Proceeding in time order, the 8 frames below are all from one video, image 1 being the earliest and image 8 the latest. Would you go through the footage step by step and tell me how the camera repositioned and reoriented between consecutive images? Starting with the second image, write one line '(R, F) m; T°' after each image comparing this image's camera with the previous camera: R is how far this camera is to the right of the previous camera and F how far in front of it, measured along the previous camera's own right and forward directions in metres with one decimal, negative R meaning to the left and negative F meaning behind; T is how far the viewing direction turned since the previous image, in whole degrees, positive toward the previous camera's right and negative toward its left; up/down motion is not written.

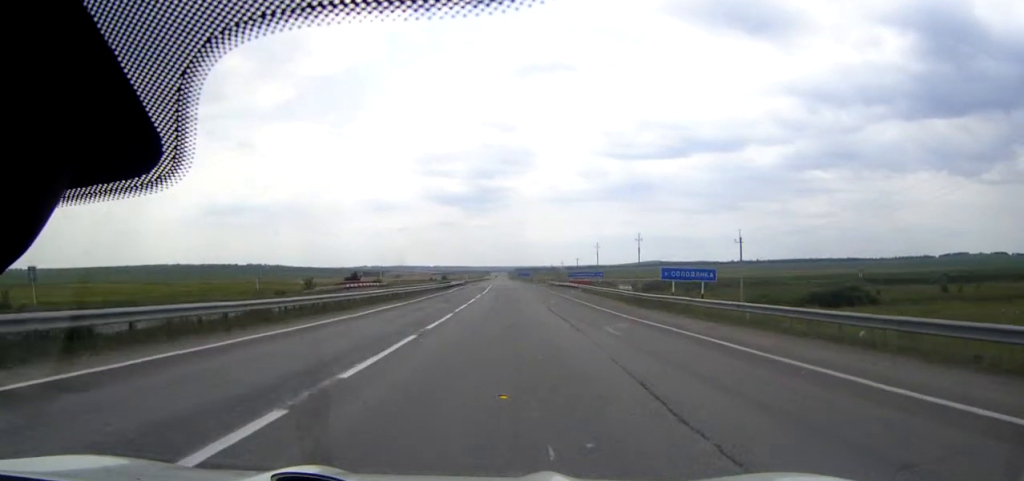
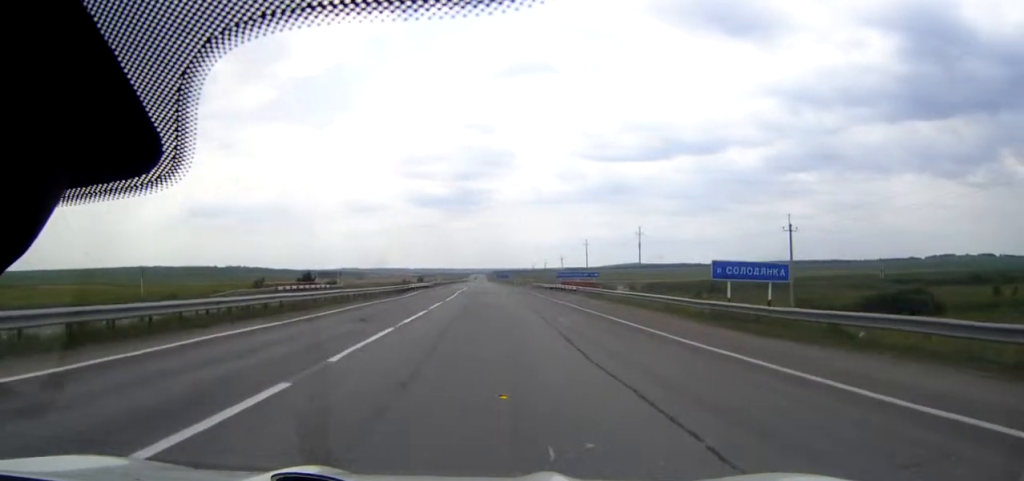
(+0.1, +21.9) m; +1°
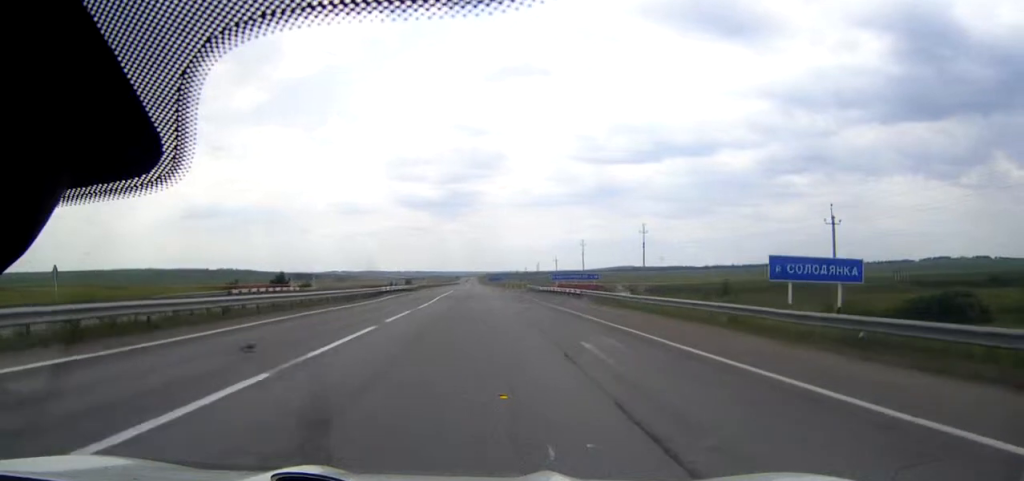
(0.0, +11.3) m; 0°
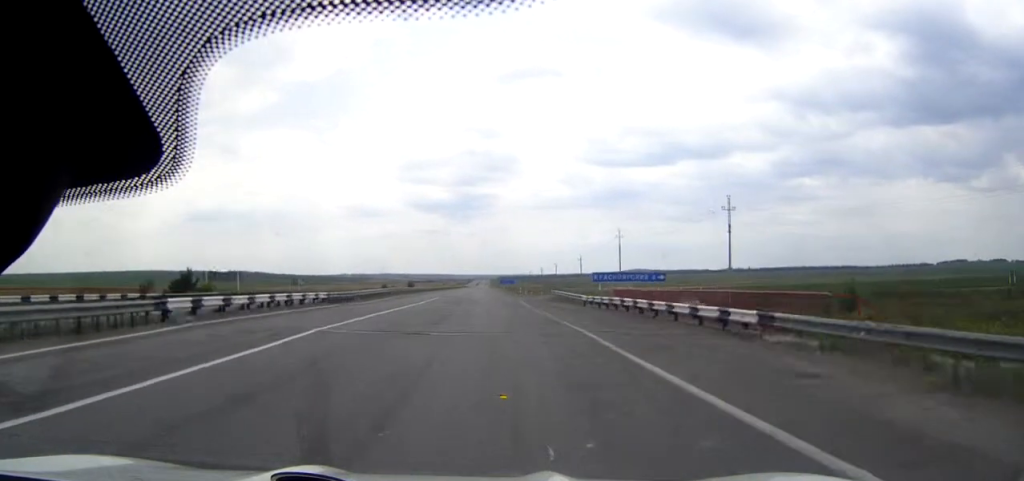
(+0.5, +41.0) m; +1°
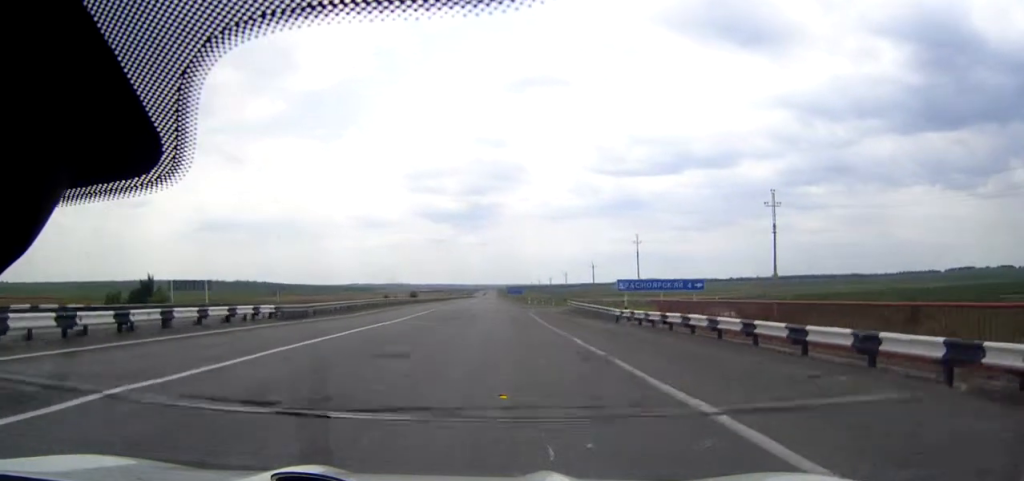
(-0.1, +11.4) m; 0°
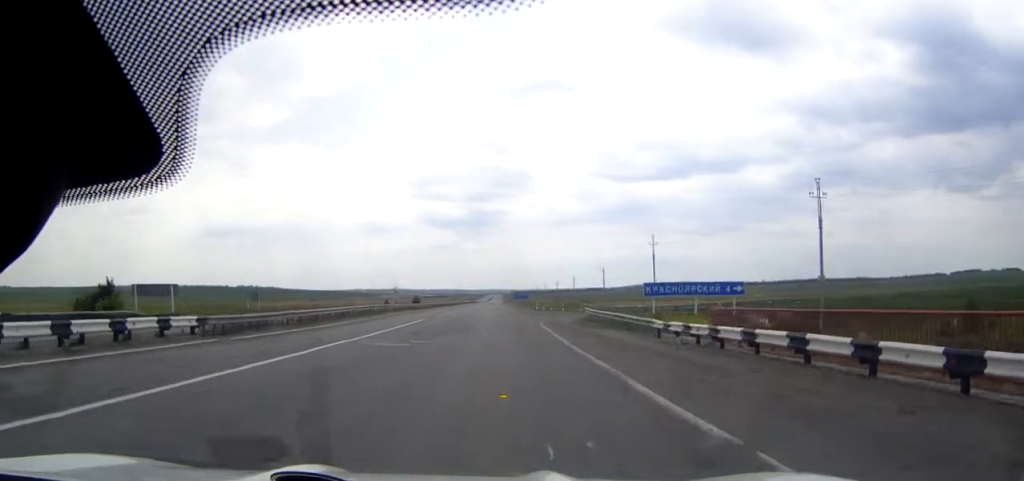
(0.0, +9.3) m; 0°
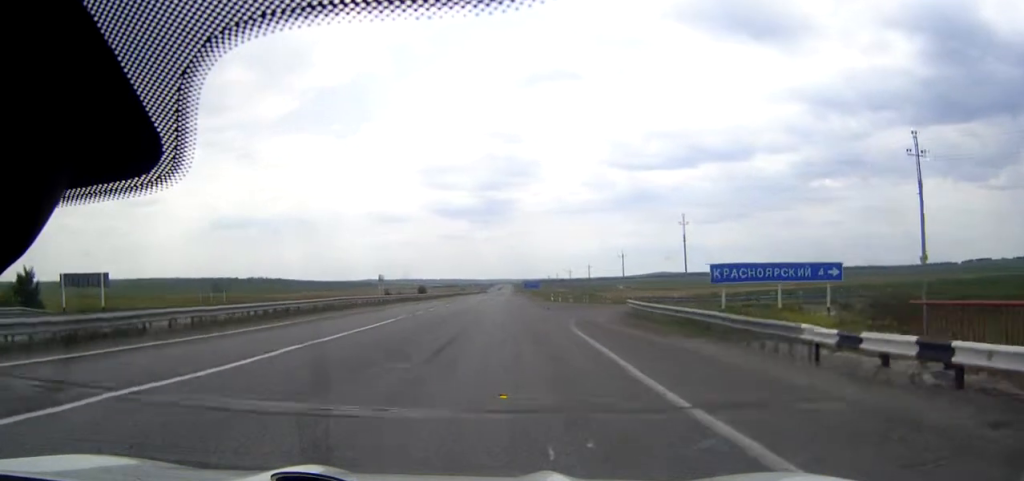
(-0.1, +14.2) m; -1°
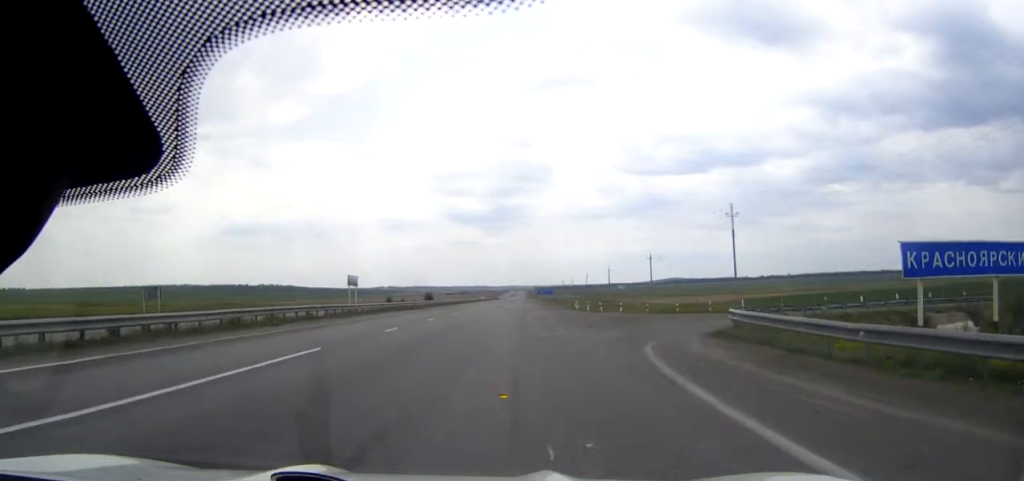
(-0.1, +17.0) m; -1°
